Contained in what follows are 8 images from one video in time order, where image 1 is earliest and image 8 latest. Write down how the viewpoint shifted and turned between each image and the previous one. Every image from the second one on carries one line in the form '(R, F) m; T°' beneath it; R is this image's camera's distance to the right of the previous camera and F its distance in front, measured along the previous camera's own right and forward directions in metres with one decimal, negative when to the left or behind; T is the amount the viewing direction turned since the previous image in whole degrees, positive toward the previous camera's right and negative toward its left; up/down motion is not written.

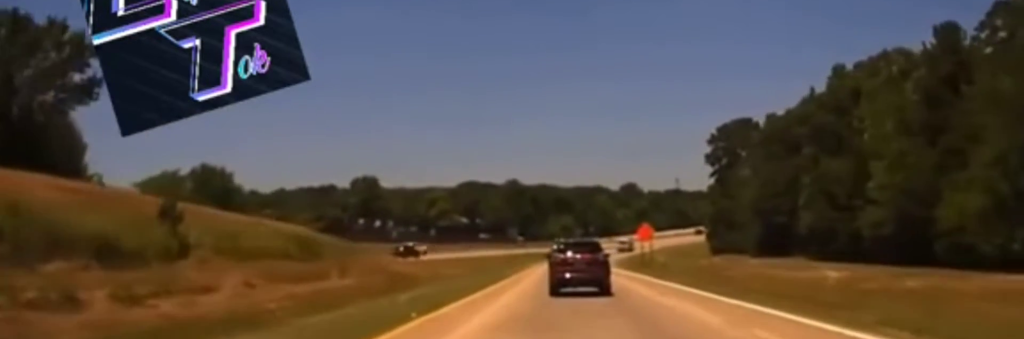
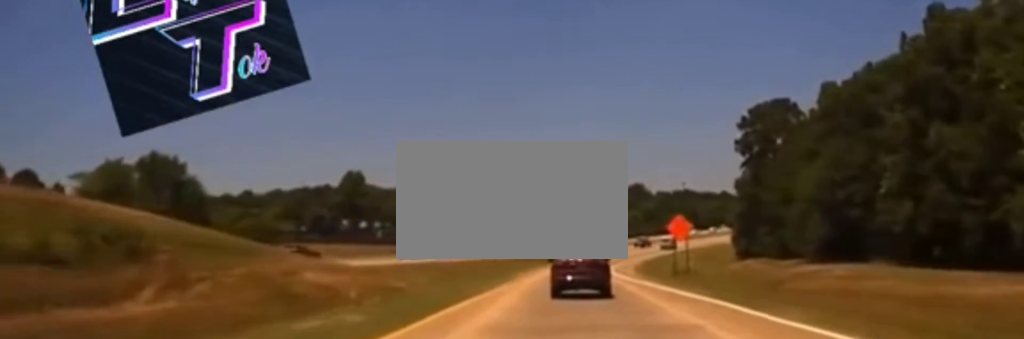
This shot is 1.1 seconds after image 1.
(-0.2, +22.1) m; 0°
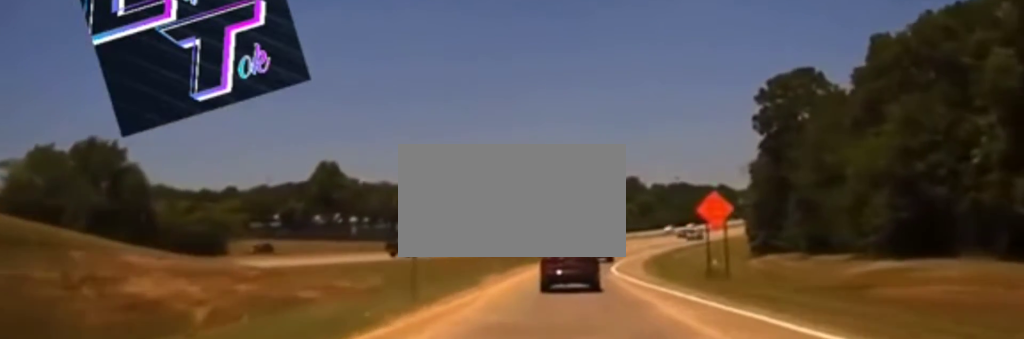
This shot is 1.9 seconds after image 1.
(+0.1, +16.5) m; 0°
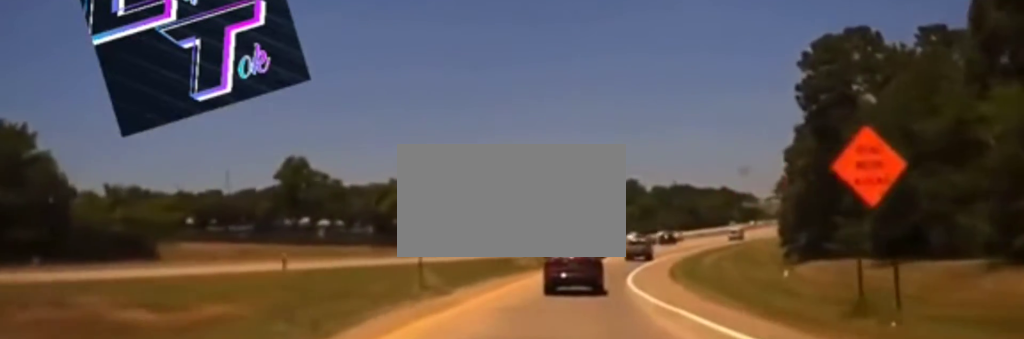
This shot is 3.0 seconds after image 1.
(0.0, +20.7) m; +1°
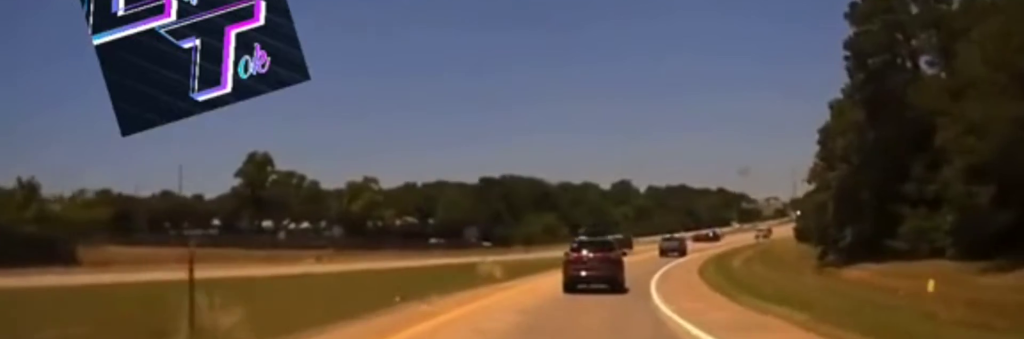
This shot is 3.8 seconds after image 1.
(+0.1, +16.4) m; +1°
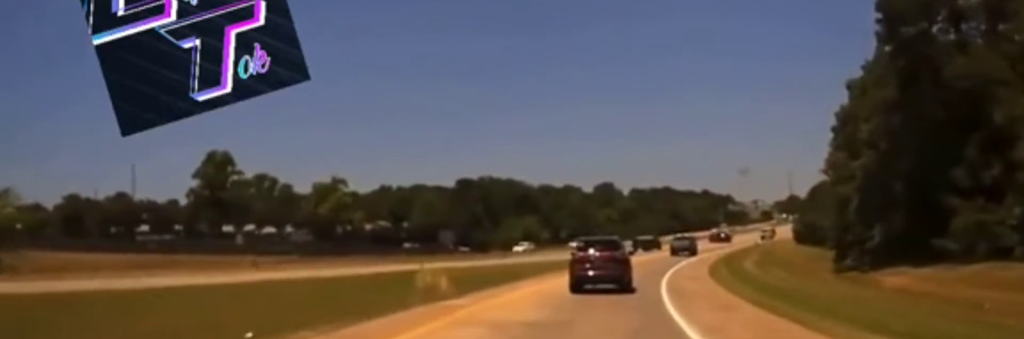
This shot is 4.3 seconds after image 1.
(+0.2, +10.4) m; +1°
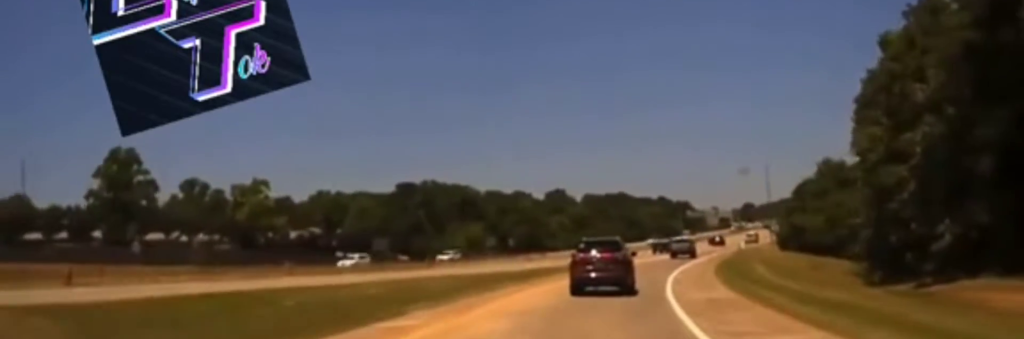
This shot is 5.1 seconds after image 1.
(+0.1, +17.8) m; +3°
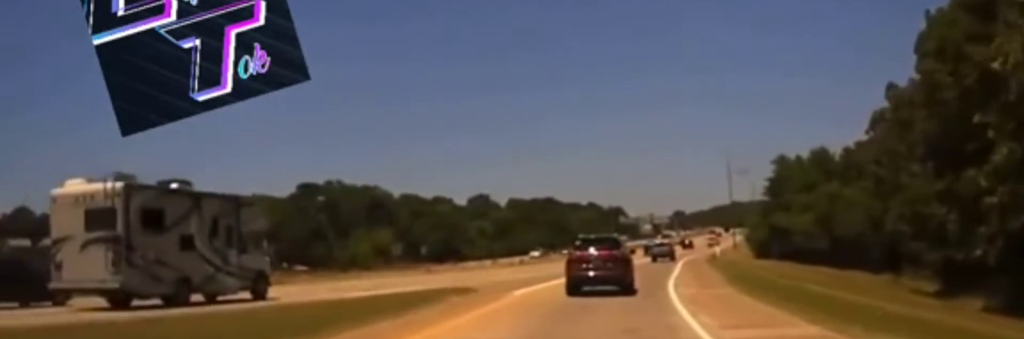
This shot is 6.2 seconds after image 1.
(+1.4, +23.8) m; +5°
